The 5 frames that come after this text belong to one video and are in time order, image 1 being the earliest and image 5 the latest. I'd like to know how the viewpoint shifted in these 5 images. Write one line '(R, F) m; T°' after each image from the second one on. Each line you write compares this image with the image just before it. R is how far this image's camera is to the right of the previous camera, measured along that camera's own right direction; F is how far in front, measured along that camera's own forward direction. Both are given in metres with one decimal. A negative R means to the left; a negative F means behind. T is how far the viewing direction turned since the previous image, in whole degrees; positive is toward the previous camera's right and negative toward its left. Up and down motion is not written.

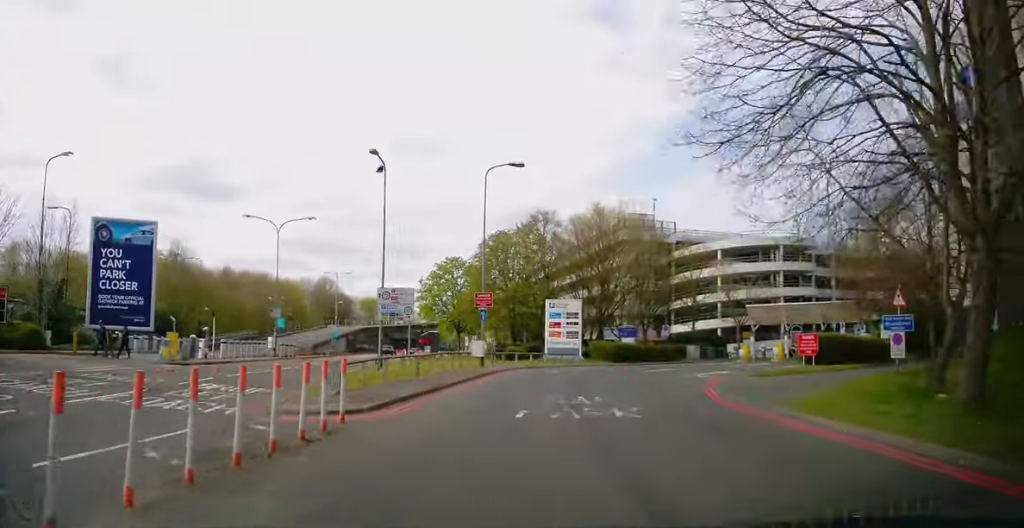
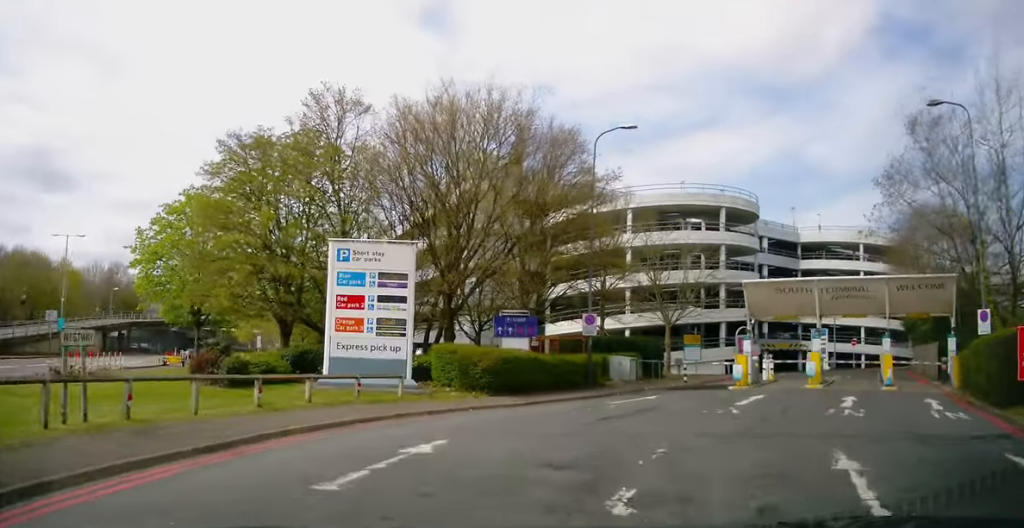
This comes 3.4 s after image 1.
(+4.1, +25.7) m; +24°
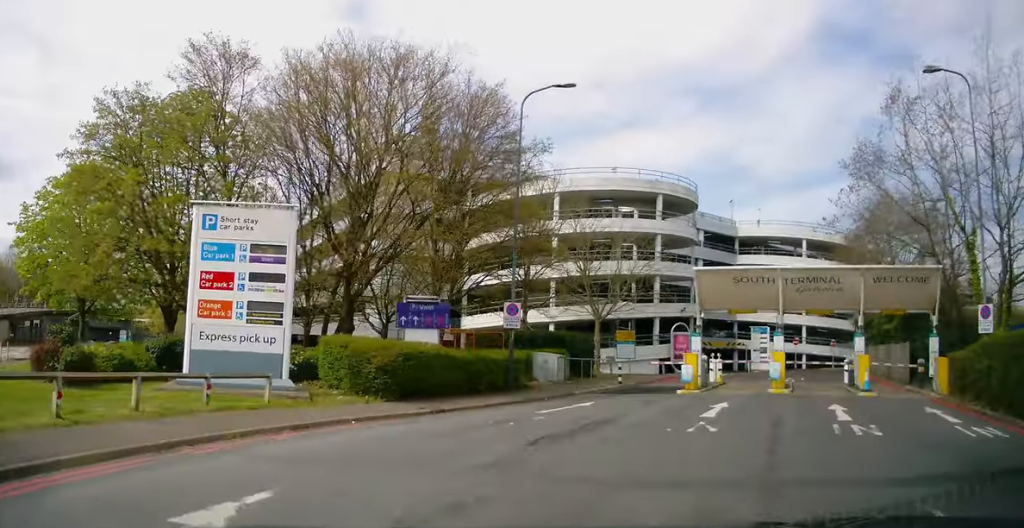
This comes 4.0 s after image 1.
(+0.2, +4.0) m; +6°
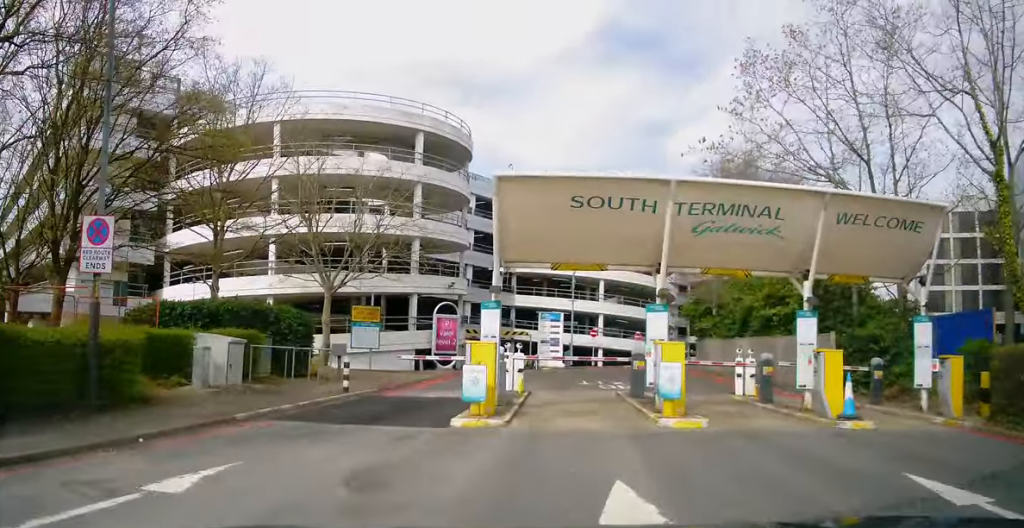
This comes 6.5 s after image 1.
(+2.5, +11.3) m; +19°
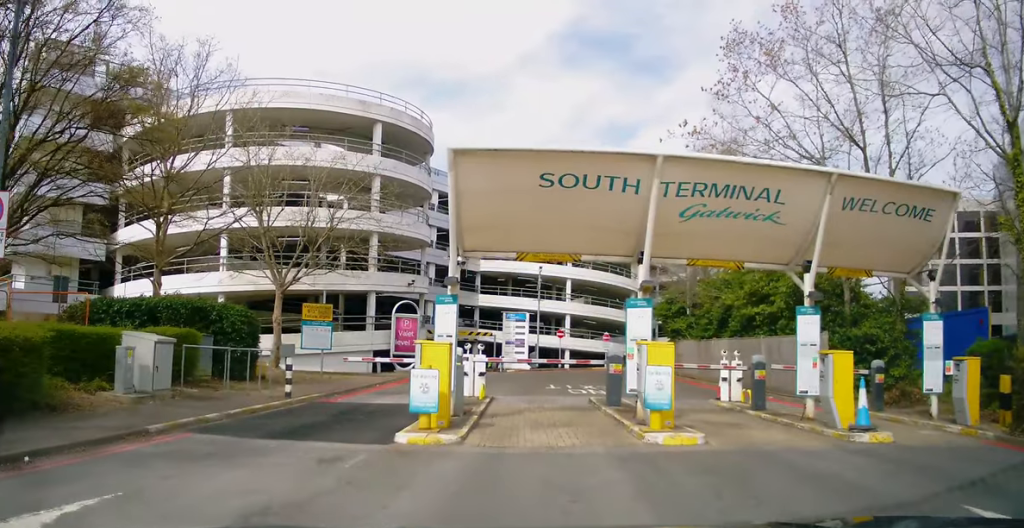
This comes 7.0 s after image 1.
(-0.1, +1.7) m; 0°
